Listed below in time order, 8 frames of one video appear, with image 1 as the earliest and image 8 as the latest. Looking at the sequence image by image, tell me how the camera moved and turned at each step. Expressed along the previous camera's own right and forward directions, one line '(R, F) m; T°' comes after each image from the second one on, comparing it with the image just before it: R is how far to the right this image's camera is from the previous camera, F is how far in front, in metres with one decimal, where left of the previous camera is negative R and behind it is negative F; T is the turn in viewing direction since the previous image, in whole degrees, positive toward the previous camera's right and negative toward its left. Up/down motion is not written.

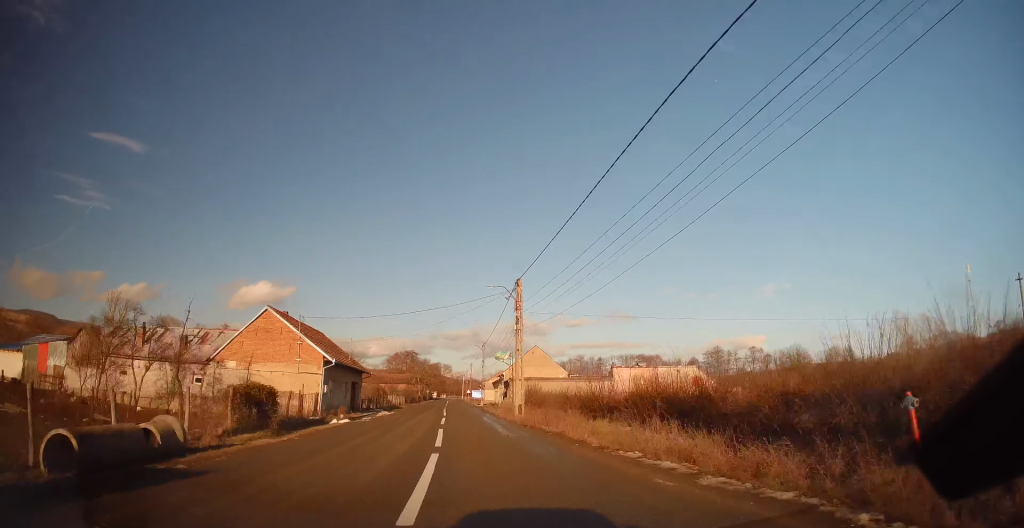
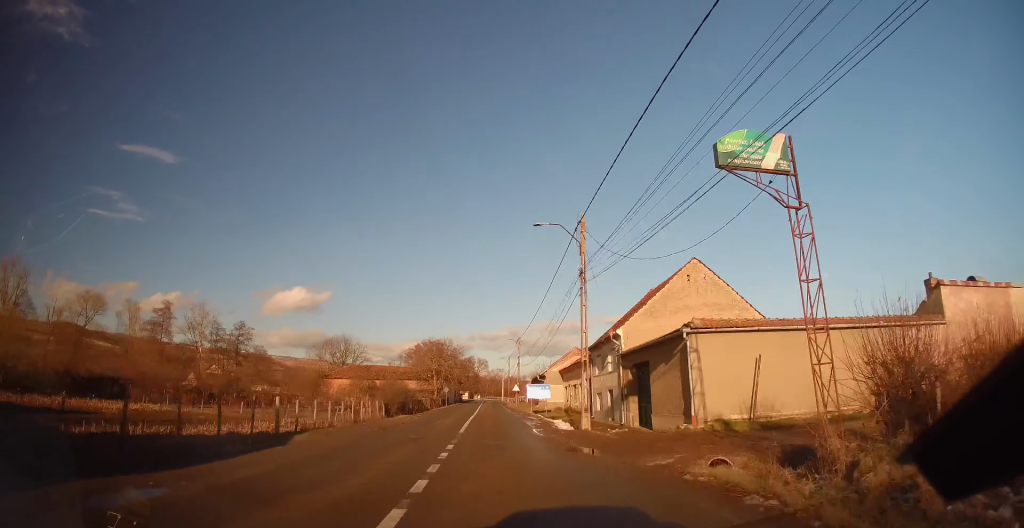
(-2.1, +47.1) m; -3°
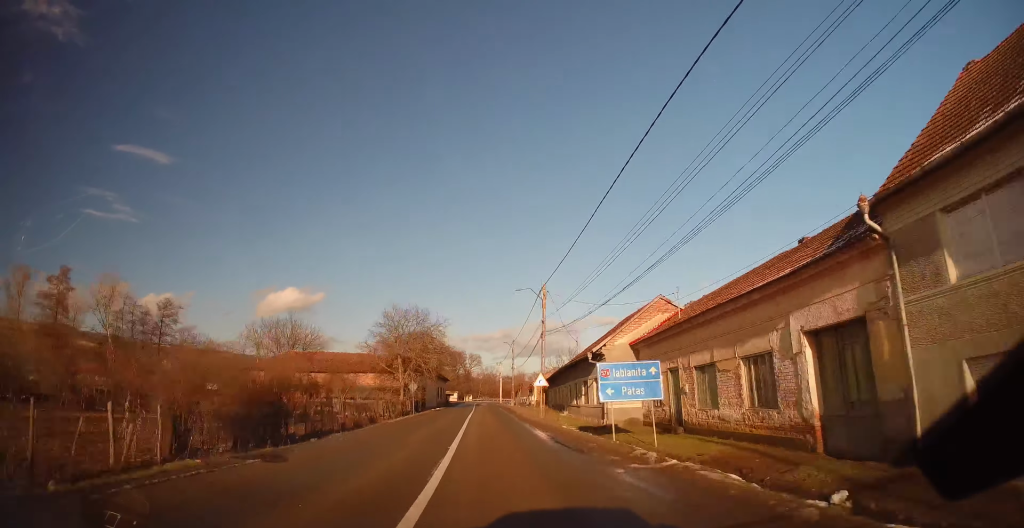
(+0.5, +29.4) m; 0°
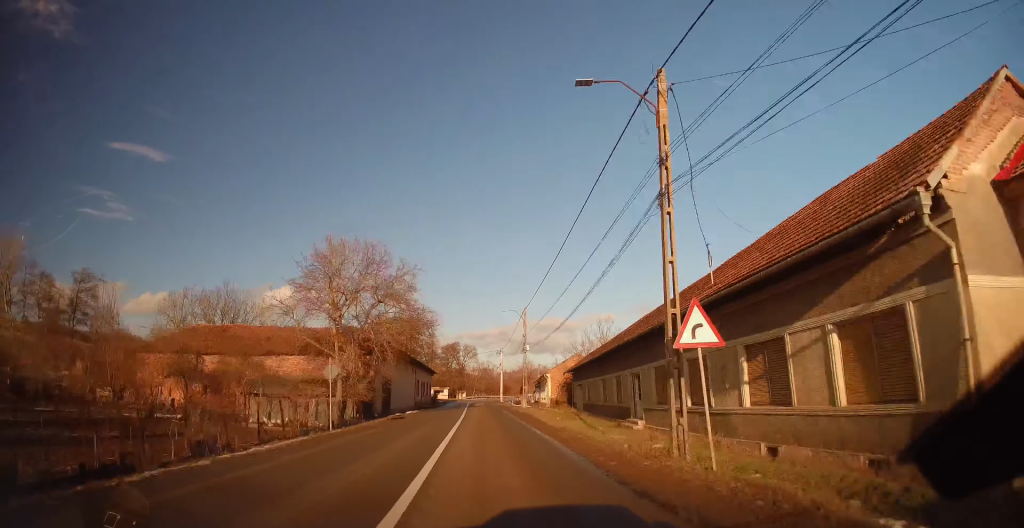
(-0.5, +22.2) m; -1°
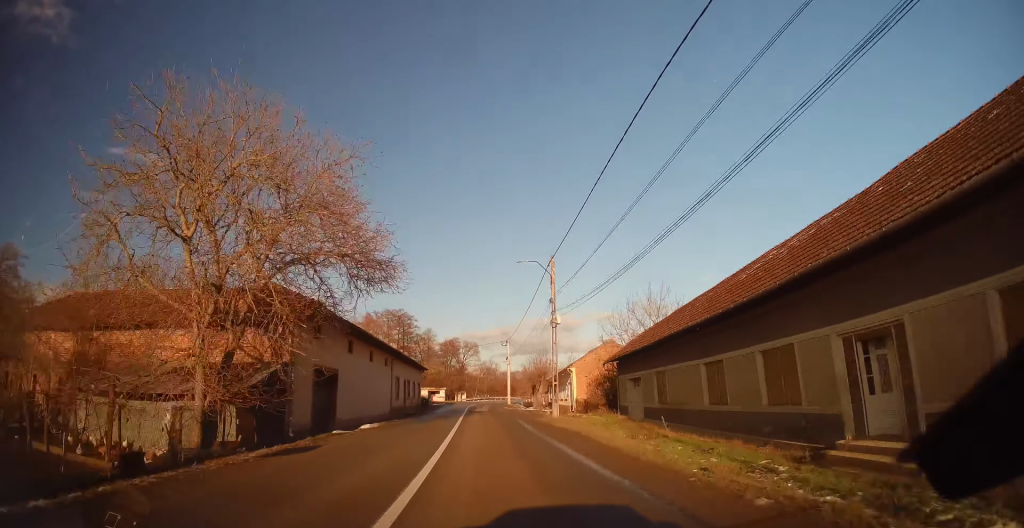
(0.0, +16.0) m; 0°
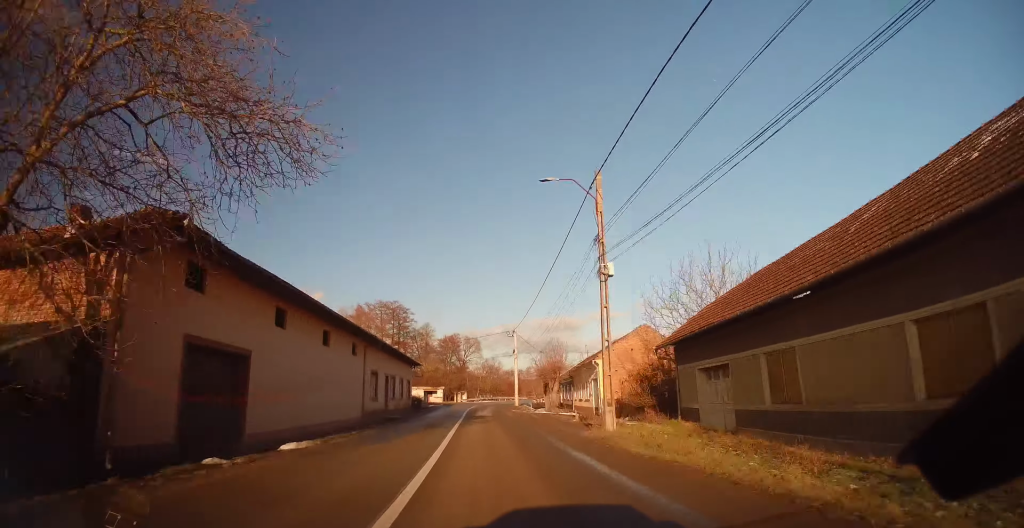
(-0.1, +10.3) m; 0°
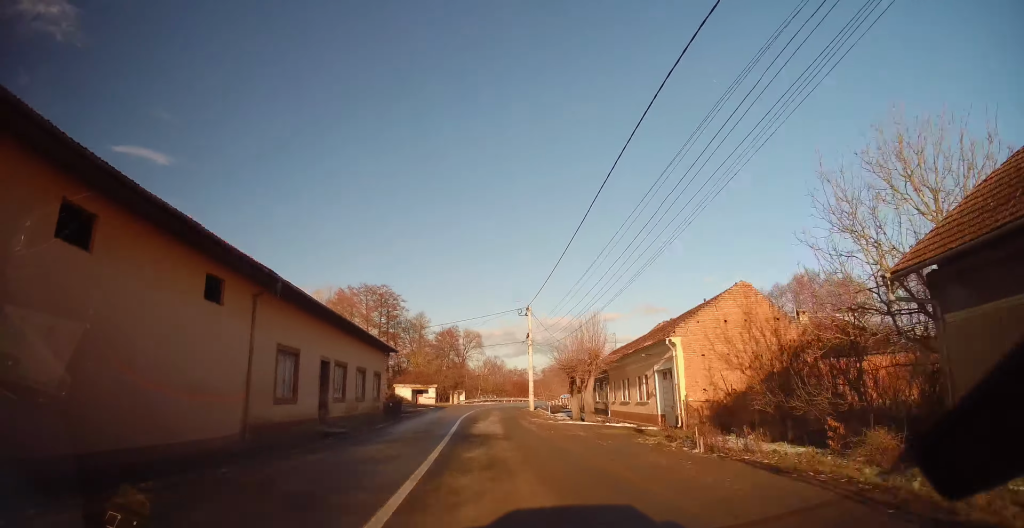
(+0.2, +15.1) m; +1°
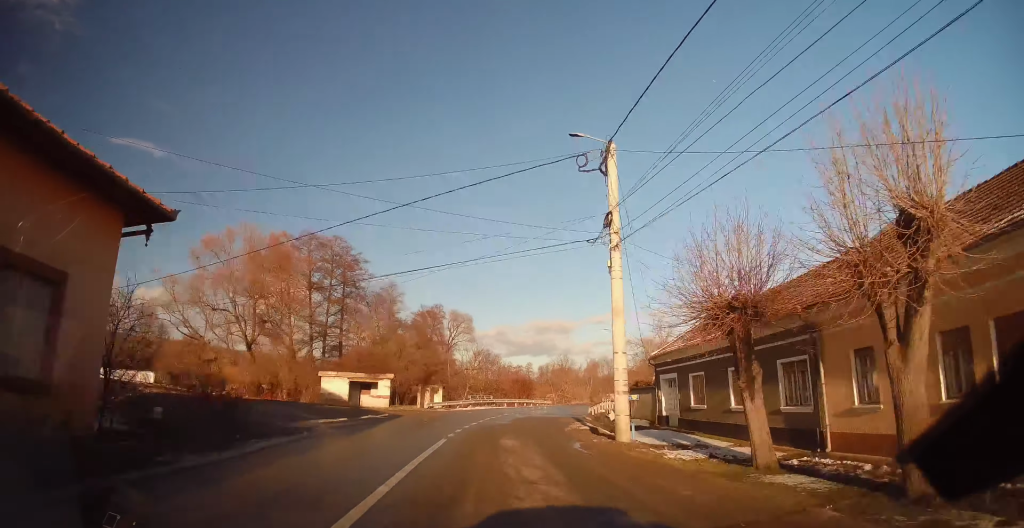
(+0.3, +27.2) m; +3°
